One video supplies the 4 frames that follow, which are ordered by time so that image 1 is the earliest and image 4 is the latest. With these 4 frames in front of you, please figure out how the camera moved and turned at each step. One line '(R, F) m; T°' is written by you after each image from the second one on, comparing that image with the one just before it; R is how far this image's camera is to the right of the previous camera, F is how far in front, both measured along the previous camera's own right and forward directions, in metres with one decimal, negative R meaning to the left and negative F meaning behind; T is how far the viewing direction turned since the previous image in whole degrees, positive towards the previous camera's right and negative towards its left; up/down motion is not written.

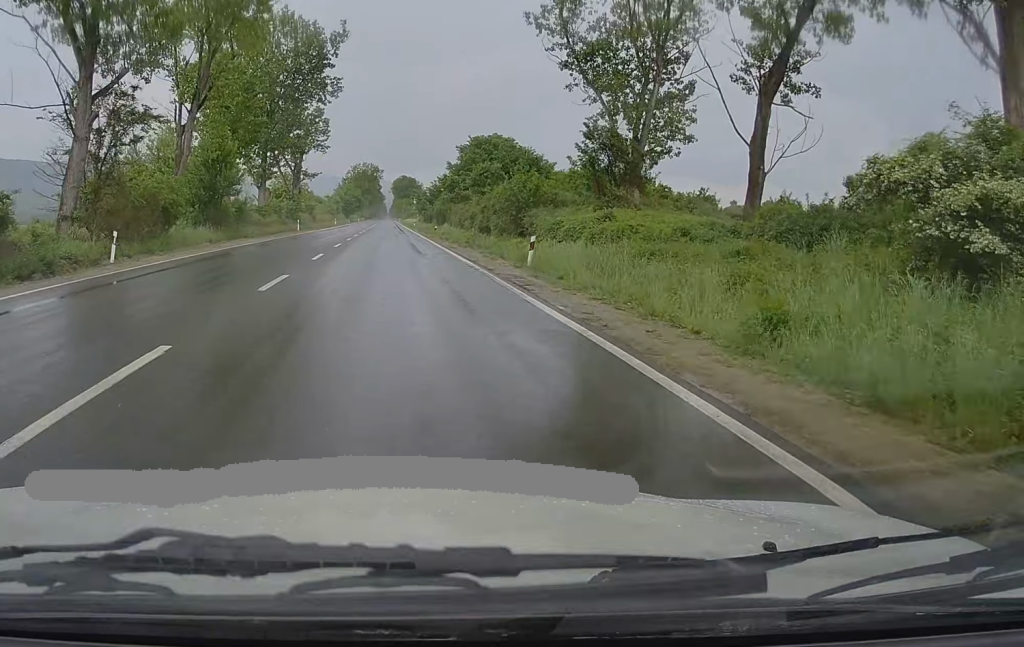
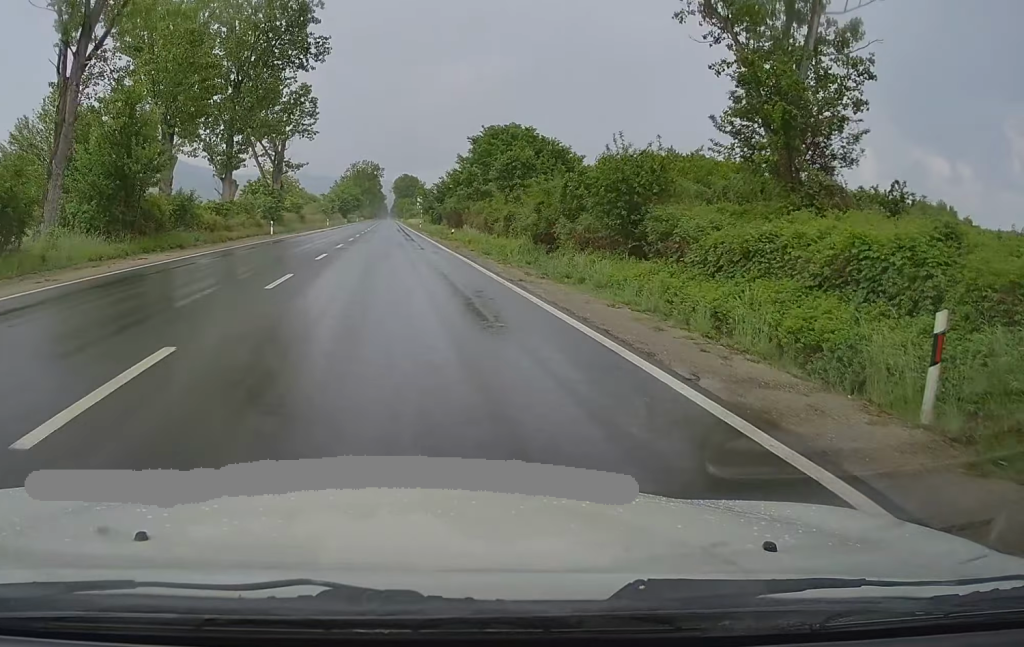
(0.0, +17.4) m; 0°
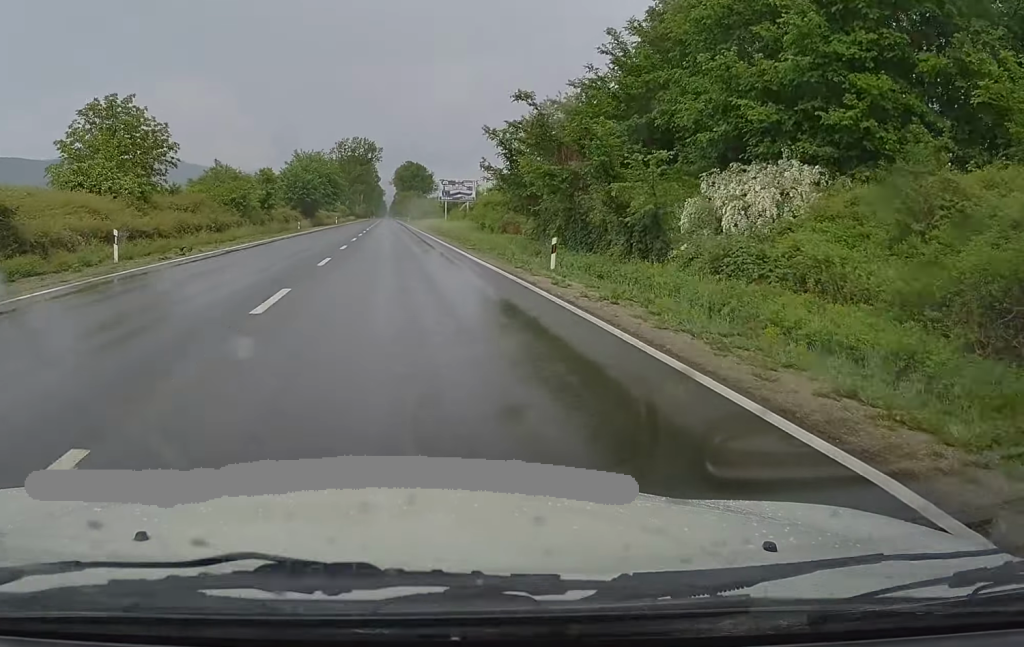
(-0.8, +83.1) m; 0°
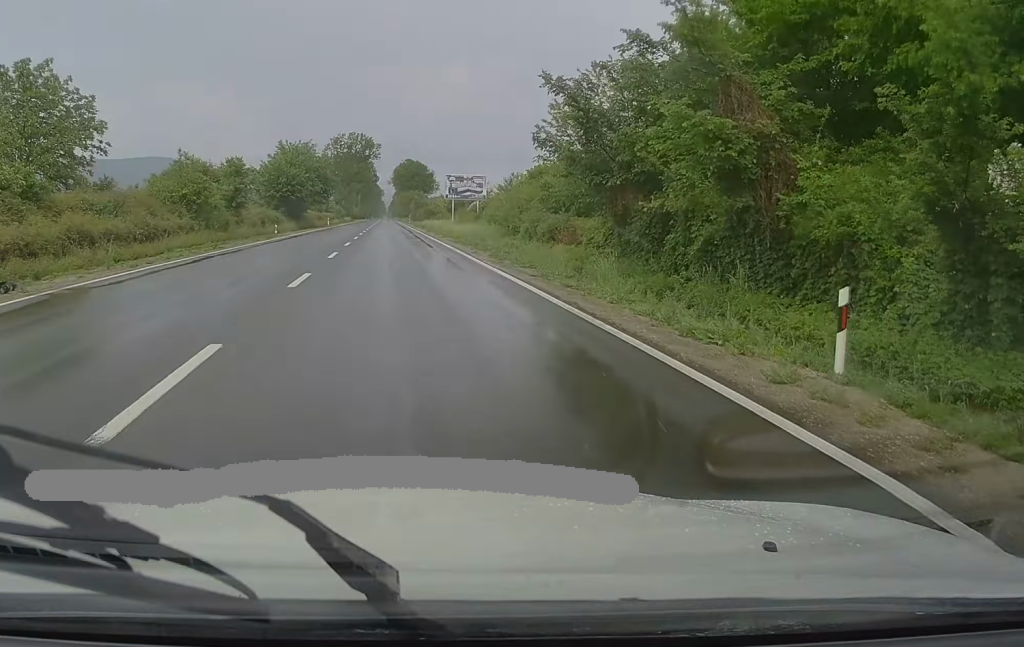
(+0.1, +14.2) m; 0°
